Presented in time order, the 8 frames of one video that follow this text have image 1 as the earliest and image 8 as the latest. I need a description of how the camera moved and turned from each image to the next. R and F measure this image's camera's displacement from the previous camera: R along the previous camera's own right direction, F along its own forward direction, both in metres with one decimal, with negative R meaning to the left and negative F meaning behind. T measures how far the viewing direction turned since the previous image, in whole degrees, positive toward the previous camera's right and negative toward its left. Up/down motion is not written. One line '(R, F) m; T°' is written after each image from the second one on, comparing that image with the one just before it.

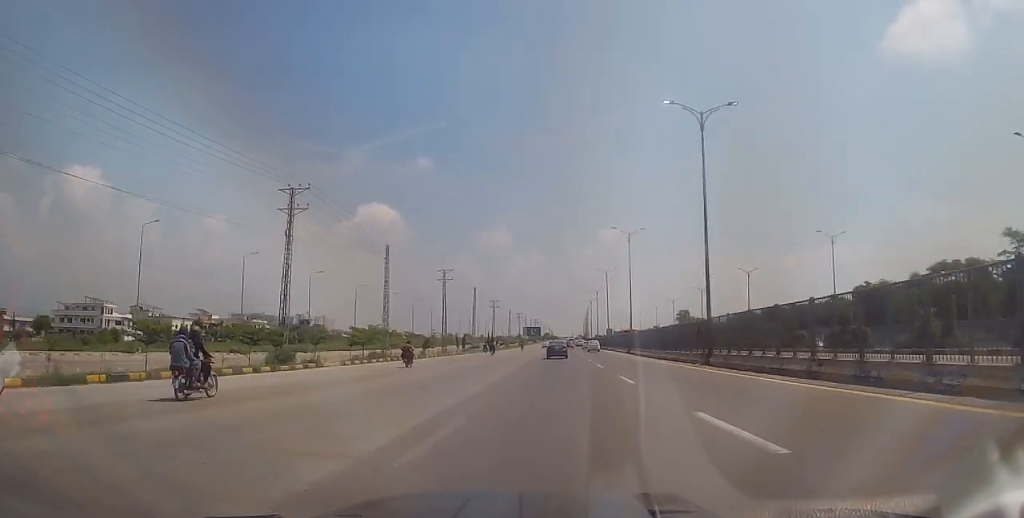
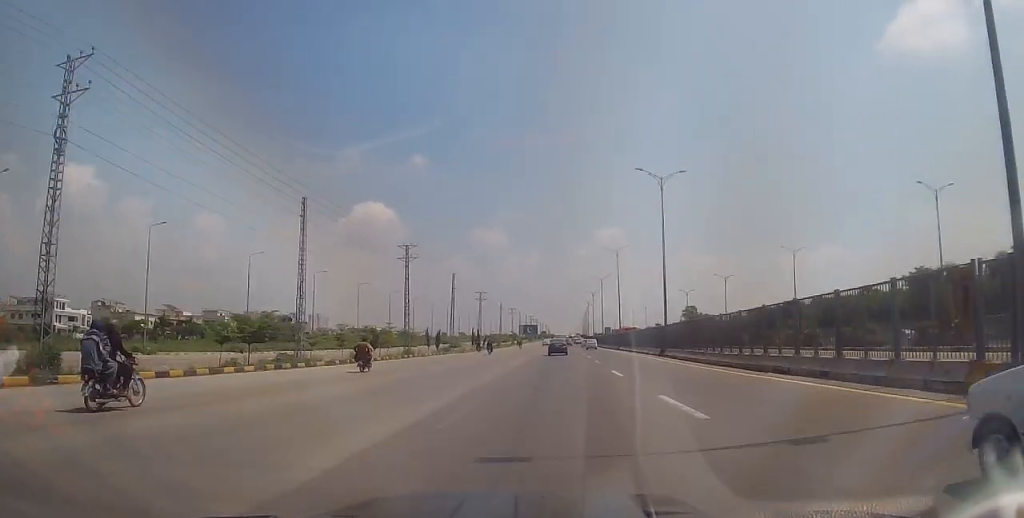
(-0.1, +20.9) m; 0°
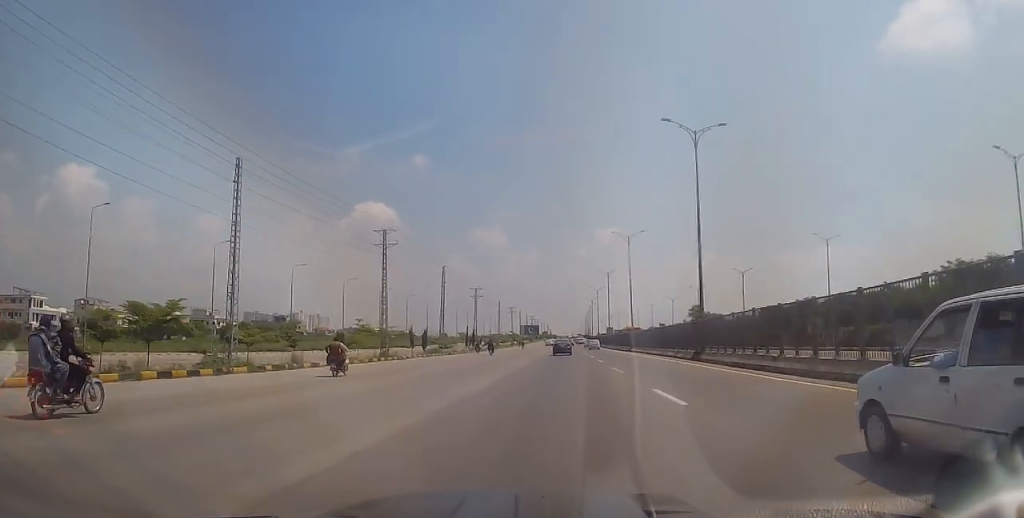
(+0.1, +9.8) m; 0°
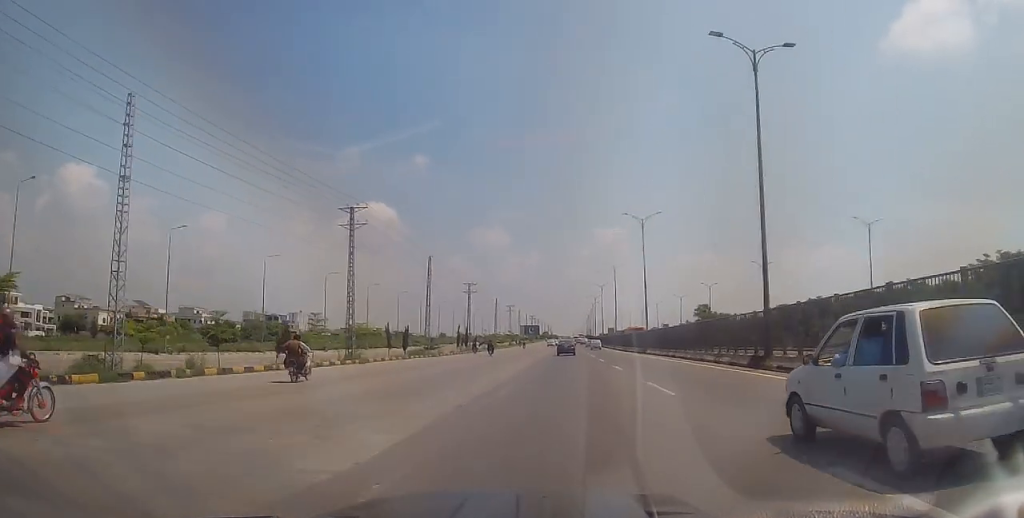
(+0.1, +9.9) m; 0°
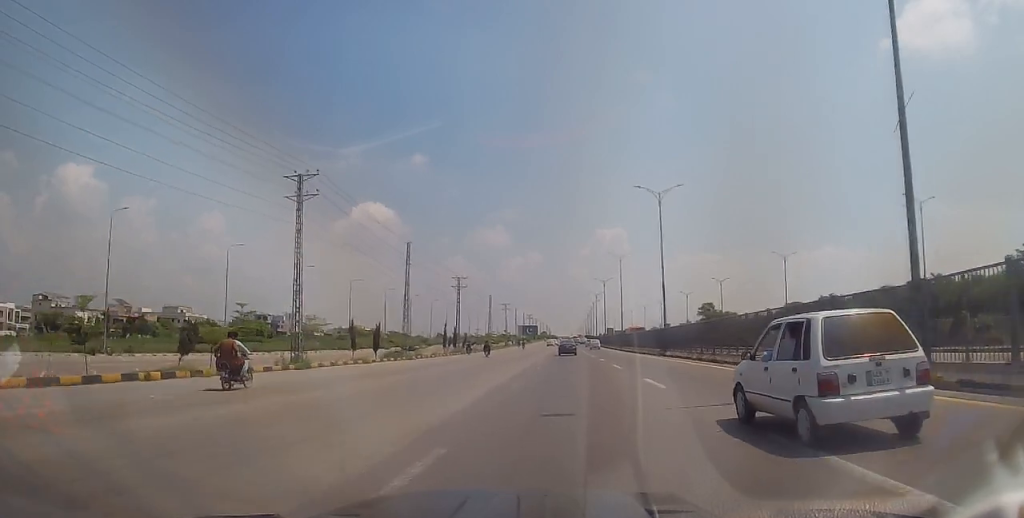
(0.0, +10.0) m; -1°
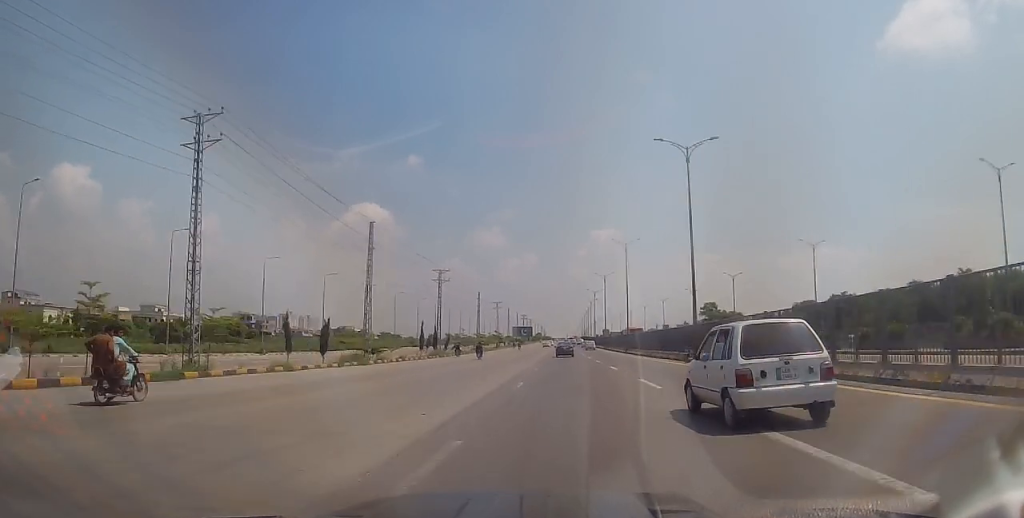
(-0.2, +11.8) m; 0°
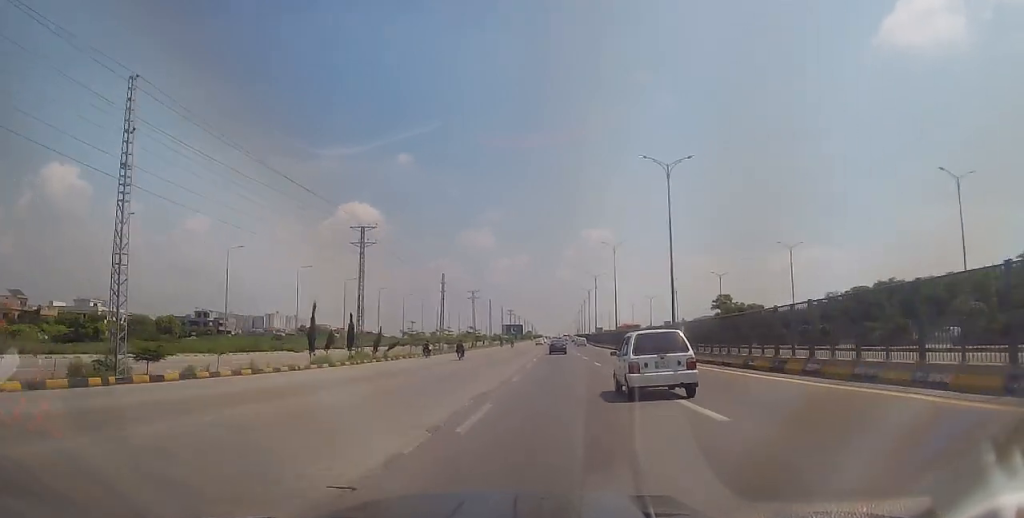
(+0.5, +30.9) m; +1°
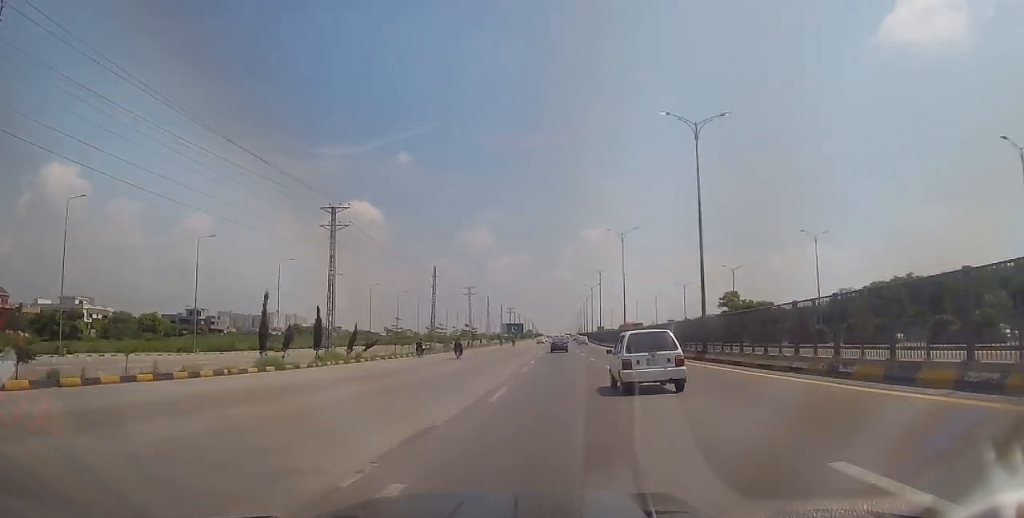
(-0.2, +7.6) m; 0°
